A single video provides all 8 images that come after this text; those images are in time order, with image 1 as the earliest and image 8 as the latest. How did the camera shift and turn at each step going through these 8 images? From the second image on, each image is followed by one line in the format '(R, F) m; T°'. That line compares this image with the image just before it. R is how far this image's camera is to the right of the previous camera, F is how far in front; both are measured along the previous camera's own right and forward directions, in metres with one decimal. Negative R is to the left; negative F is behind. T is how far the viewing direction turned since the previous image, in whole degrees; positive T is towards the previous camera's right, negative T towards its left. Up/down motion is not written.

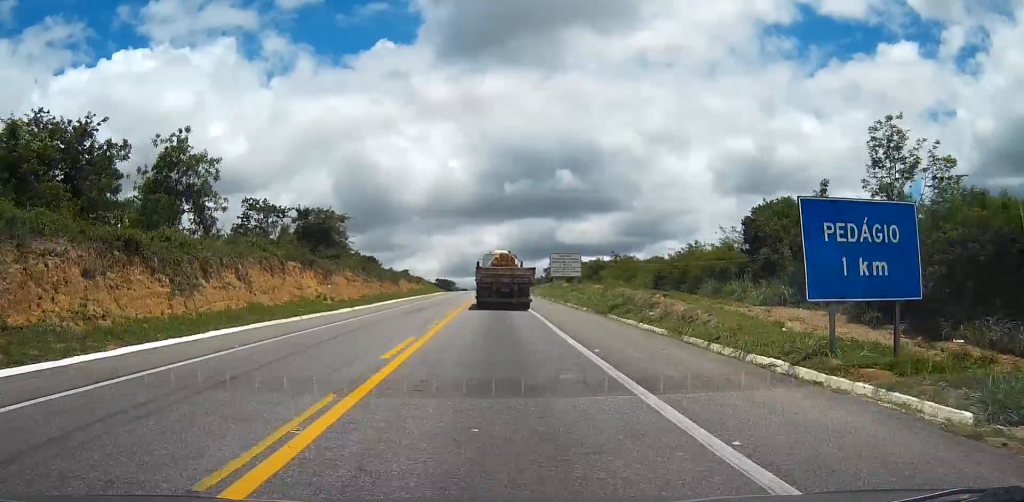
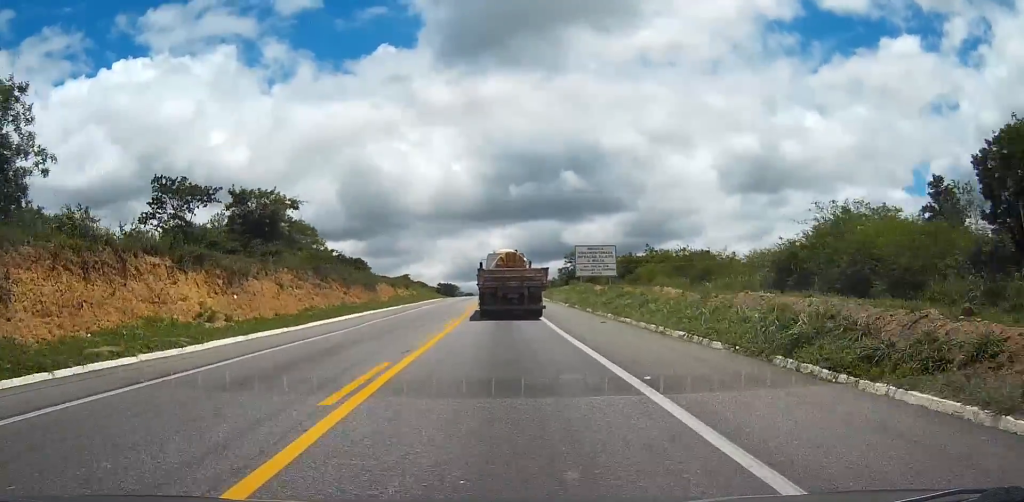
(-0.2, +19.5) m; 0°
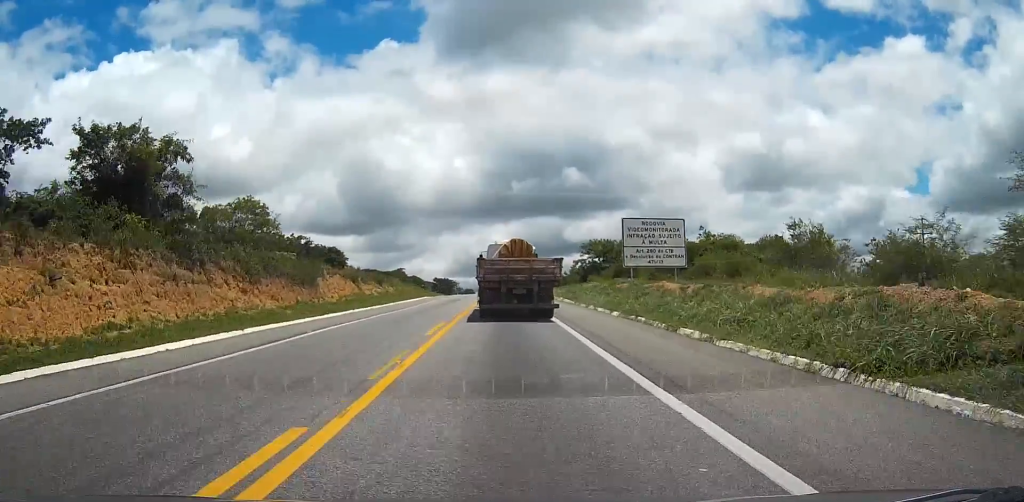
(0.0, +21.3) m; 0°
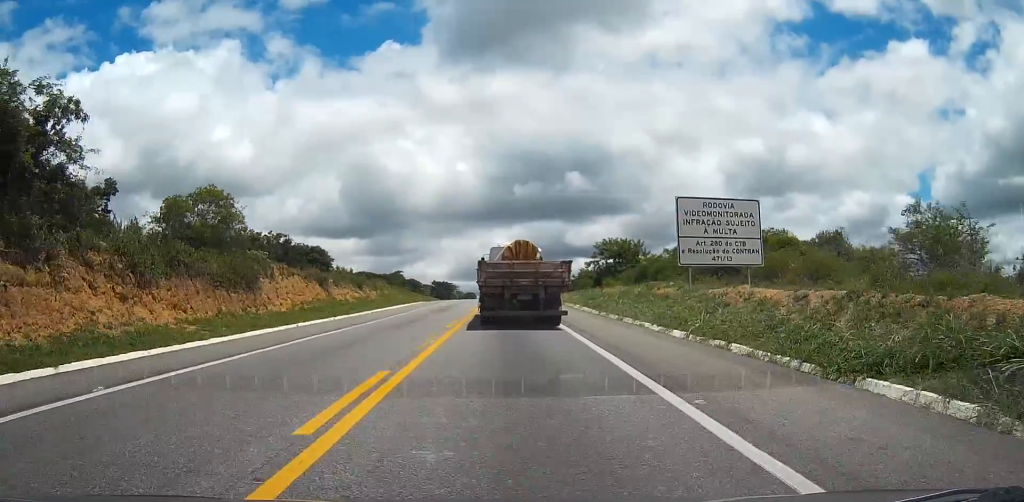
(0.0, +10.9) m; 0°
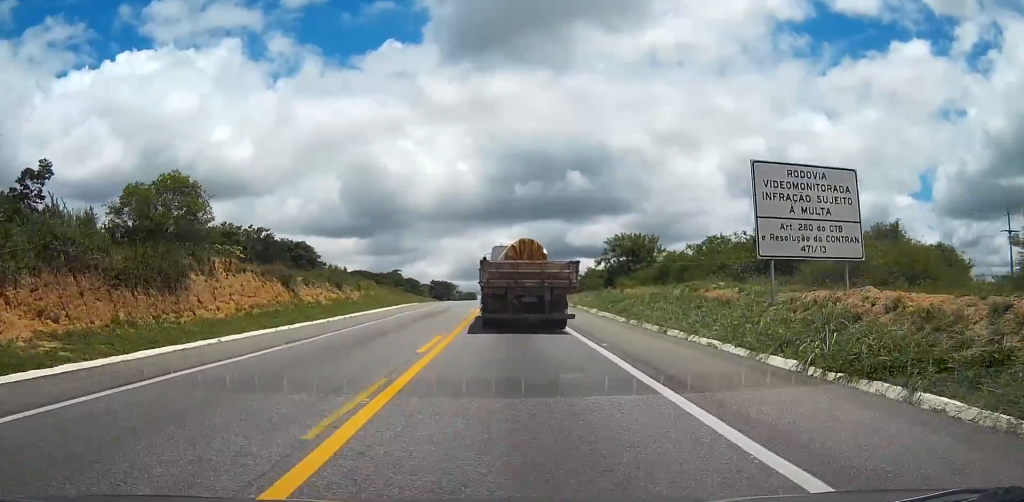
(0.0, +7.9) m; 0°
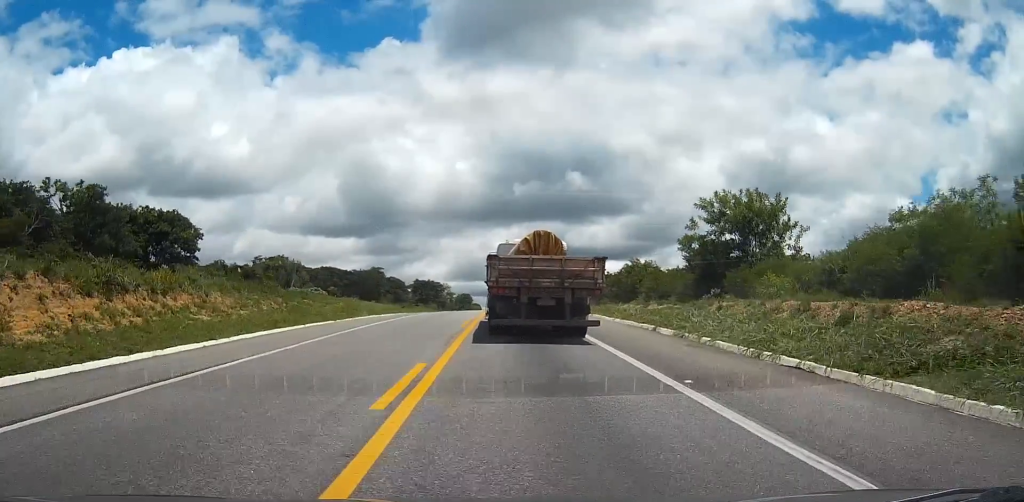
(0.0, +36.7) m; +1°
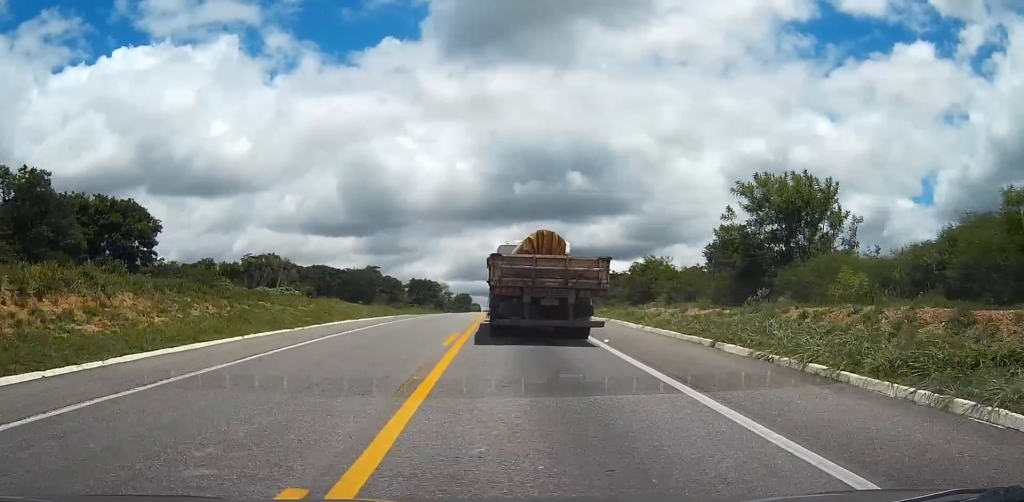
(0.0, +7.4) m; 0°
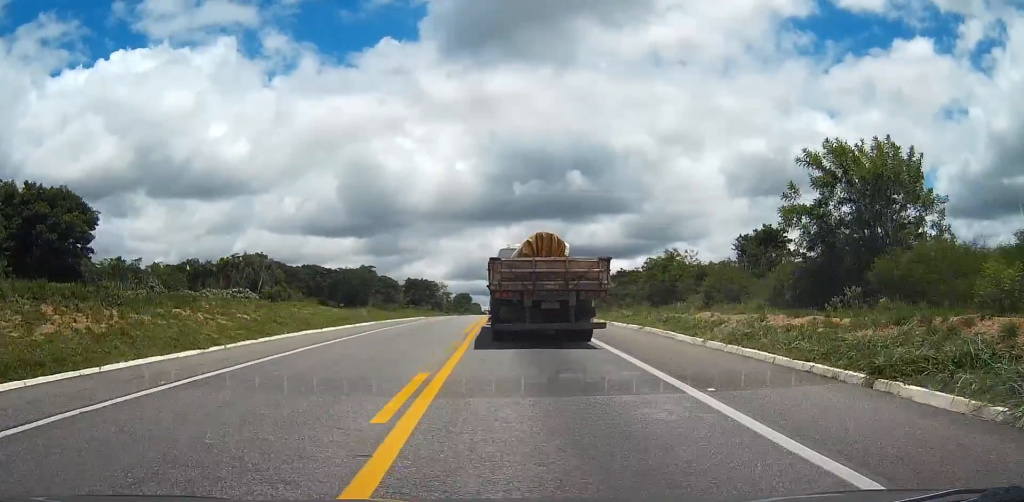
(0.0, +8.7) m; 0°
